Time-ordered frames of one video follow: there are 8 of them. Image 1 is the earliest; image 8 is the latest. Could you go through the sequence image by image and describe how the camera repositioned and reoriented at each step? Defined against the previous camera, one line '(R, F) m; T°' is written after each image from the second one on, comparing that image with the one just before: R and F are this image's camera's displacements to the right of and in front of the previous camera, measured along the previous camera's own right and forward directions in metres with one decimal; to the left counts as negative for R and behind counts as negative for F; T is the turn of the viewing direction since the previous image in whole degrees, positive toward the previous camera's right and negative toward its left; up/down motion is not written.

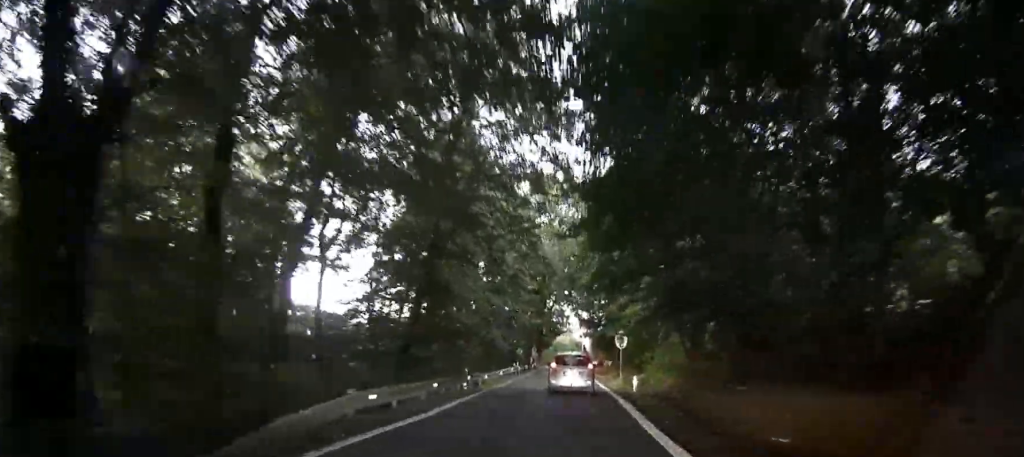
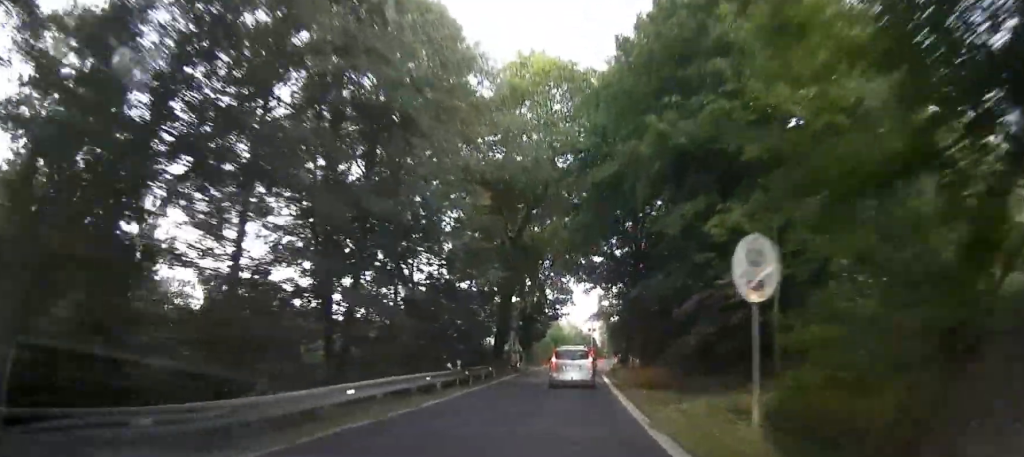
(0.0, +32.9) m; 0°
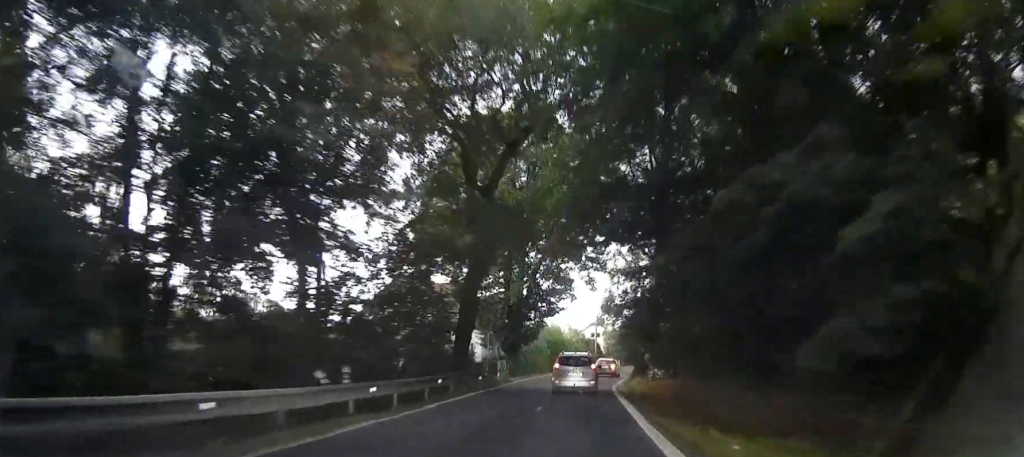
(0.0, +14.7) m; 0°
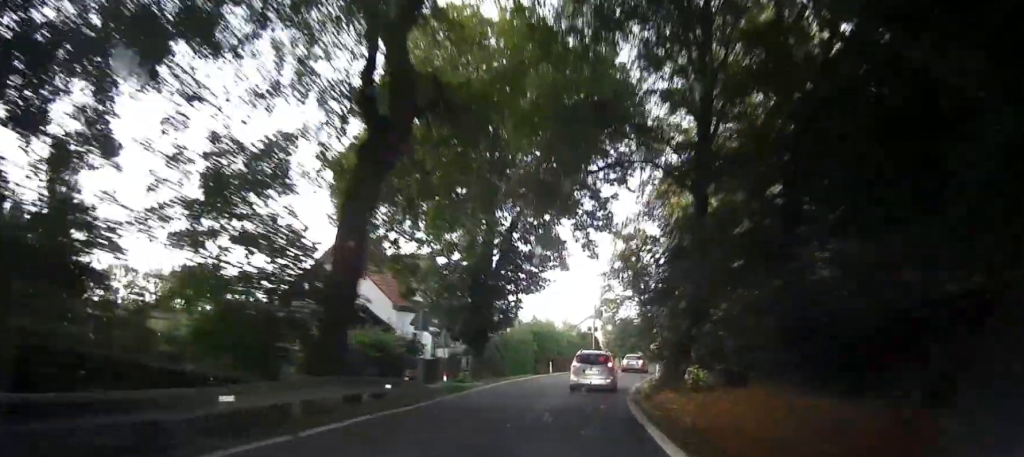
(+0.1, +15.4) m; +1°
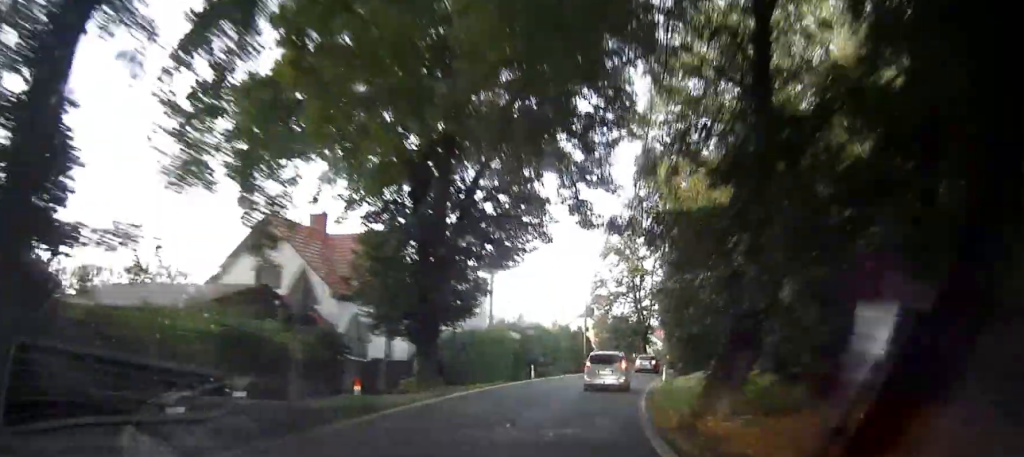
(+0.1, +9.6) m; +1°
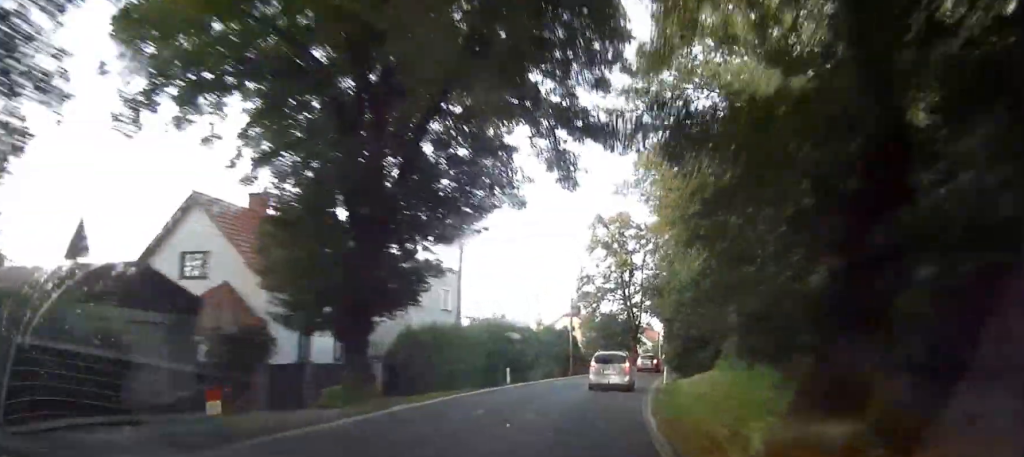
(0.0, +6.6) m; +1°
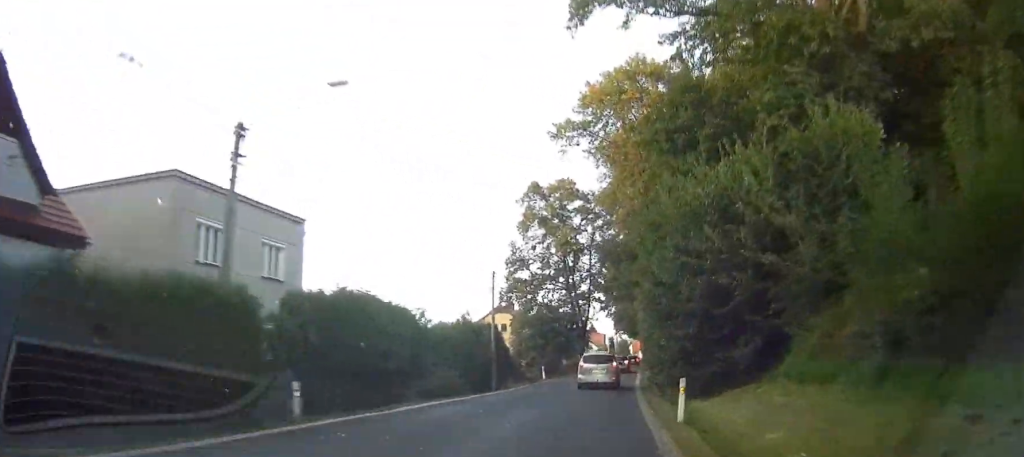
(+0.3, +20.1) m; +4°
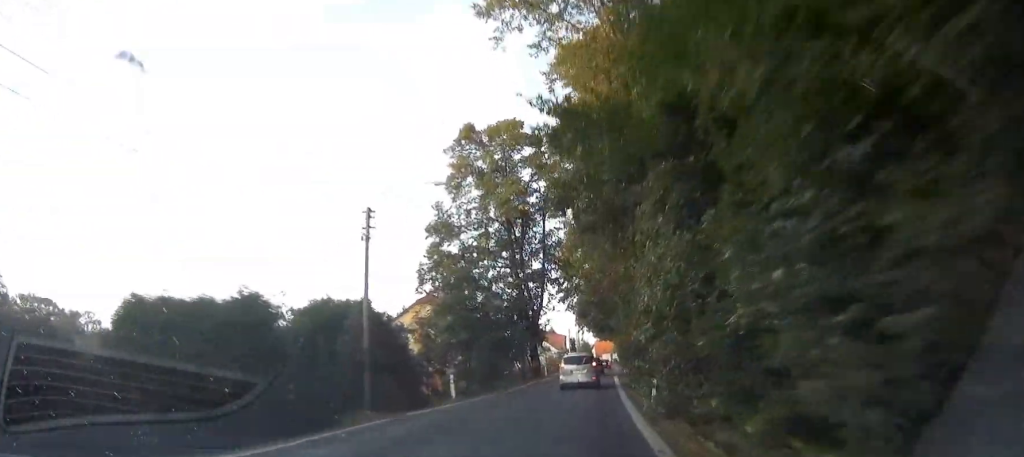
(+0.9, +20.1) m; +3°
